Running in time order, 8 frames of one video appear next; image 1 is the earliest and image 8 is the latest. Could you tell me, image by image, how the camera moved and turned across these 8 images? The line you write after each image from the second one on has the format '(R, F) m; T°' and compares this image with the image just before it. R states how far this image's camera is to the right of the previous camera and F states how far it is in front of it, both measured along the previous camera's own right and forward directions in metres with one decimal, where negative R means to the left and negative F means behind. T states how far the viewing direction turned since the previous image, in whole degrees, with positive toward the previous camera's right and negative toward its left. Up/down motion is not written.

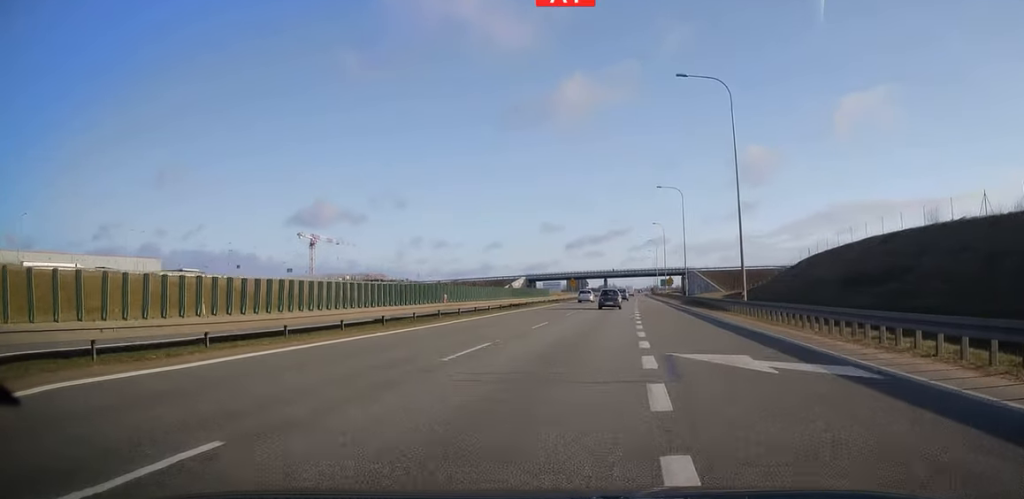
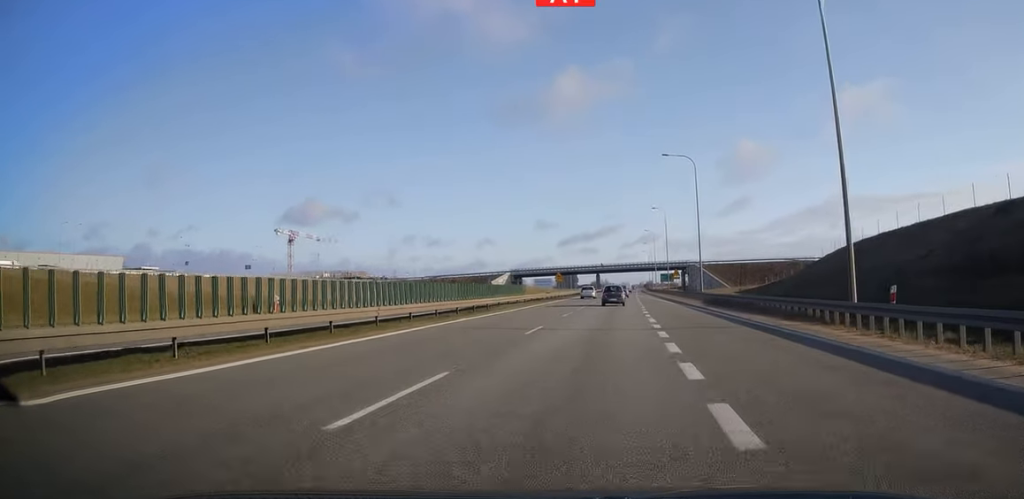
(+0.1, +17.9) m; 0°
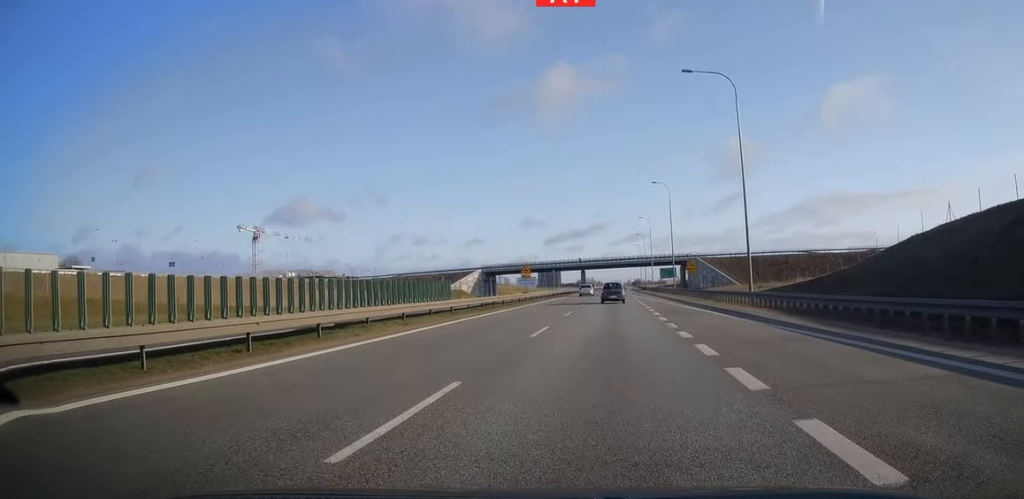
(+0.2, +25.6) m; +1°
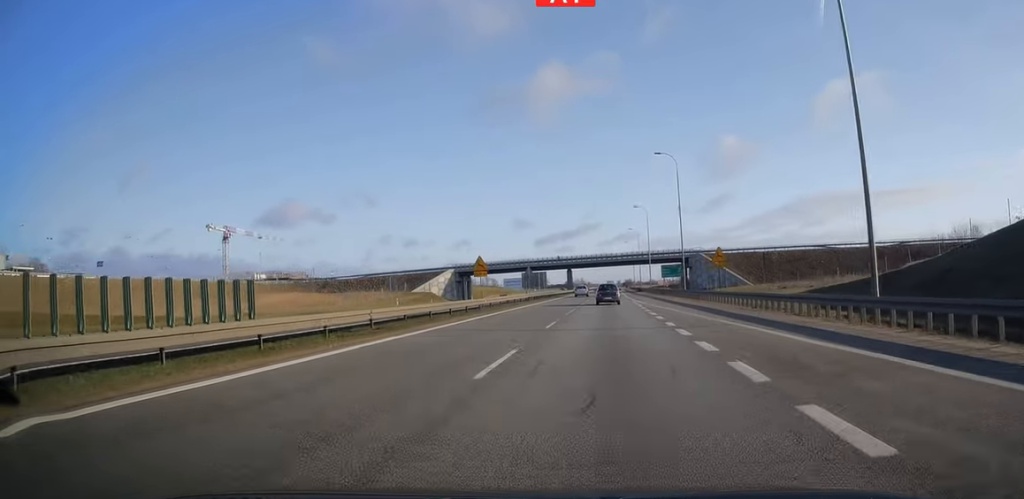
(+0.1, +19.5) m; +1°
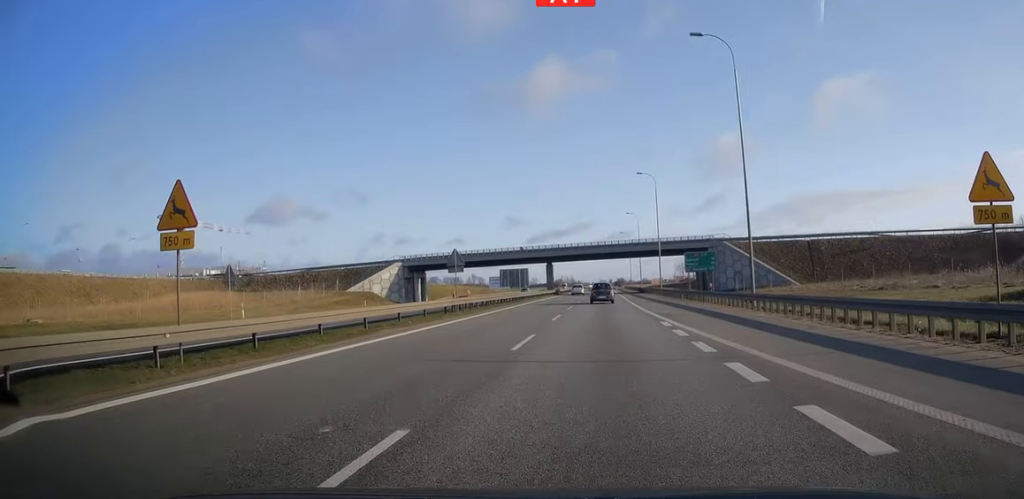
(+0.4, +32.4) m; +1°
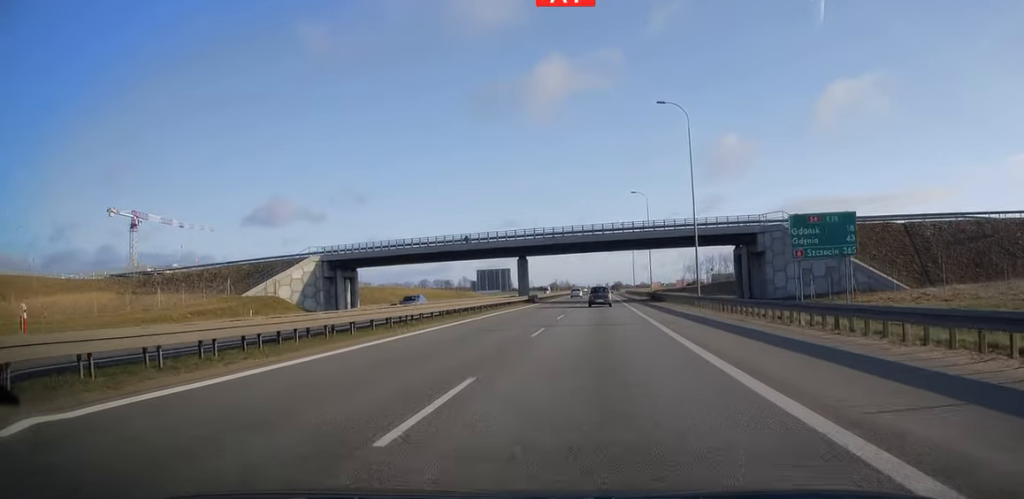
(+0.2, +32.4) m; 0°
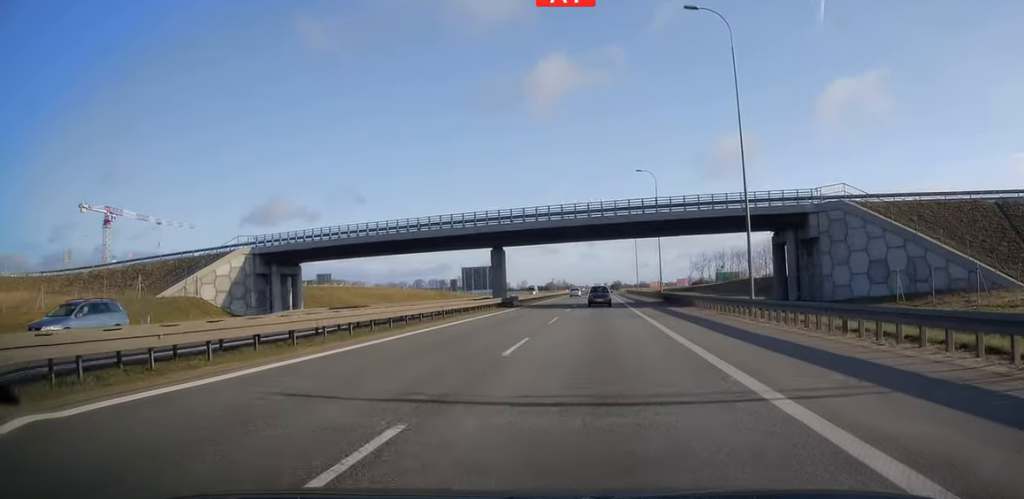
(-0.1, +16.5) m; 0°
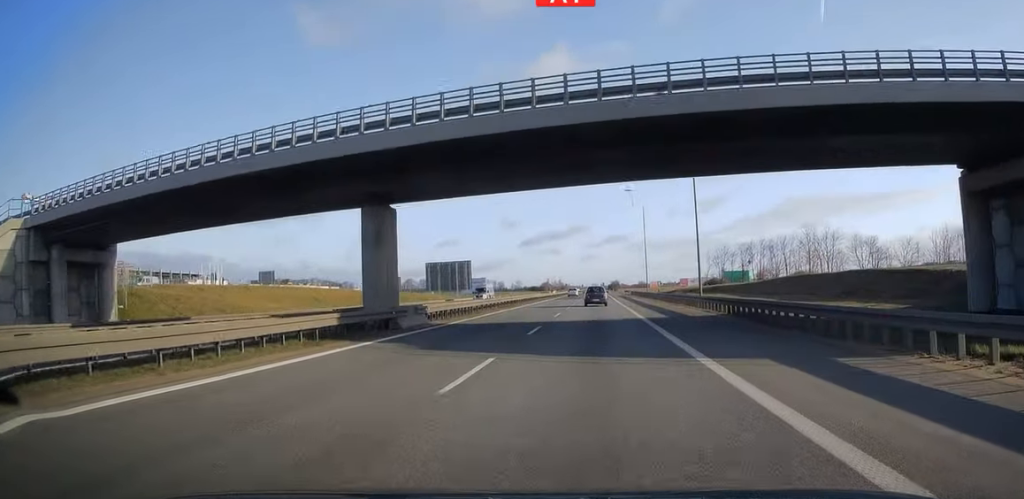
(+0.1, +29.9) m; 0°
